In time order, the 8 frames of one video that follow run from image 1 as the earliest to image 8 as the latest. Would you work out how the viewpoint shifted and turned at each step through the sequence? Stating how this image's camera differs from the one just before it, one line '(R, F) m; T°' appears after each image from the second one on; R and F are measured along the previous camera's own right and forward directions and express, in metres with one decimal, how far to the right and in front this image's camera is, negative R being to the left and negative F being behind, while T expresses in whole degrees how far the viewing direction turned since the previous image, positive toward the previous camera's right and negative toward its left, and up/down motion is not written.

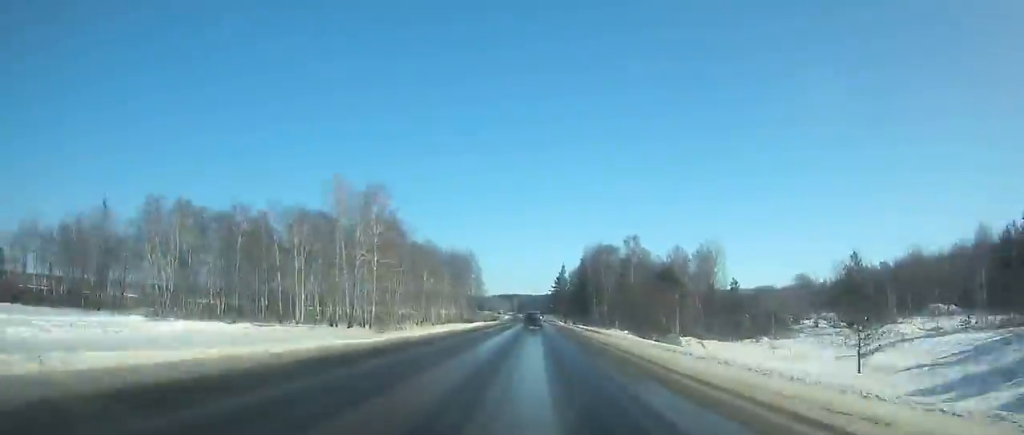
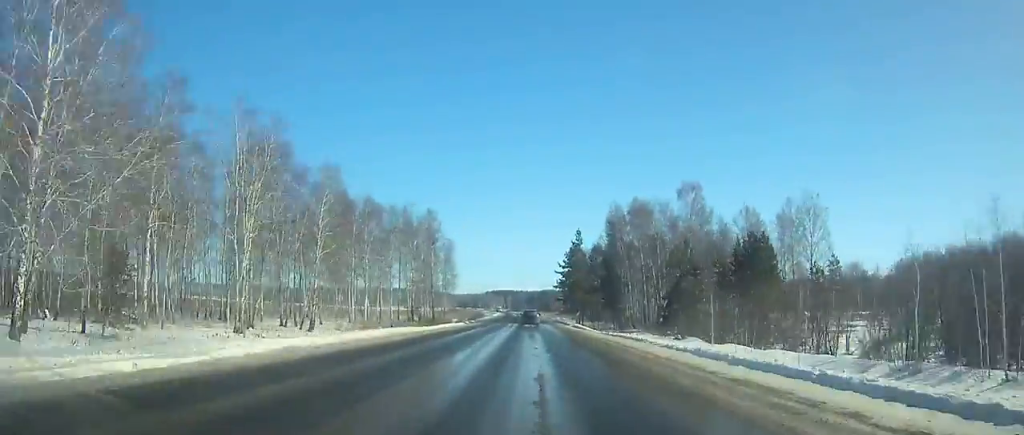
(0.0, +56.5) m; 0°
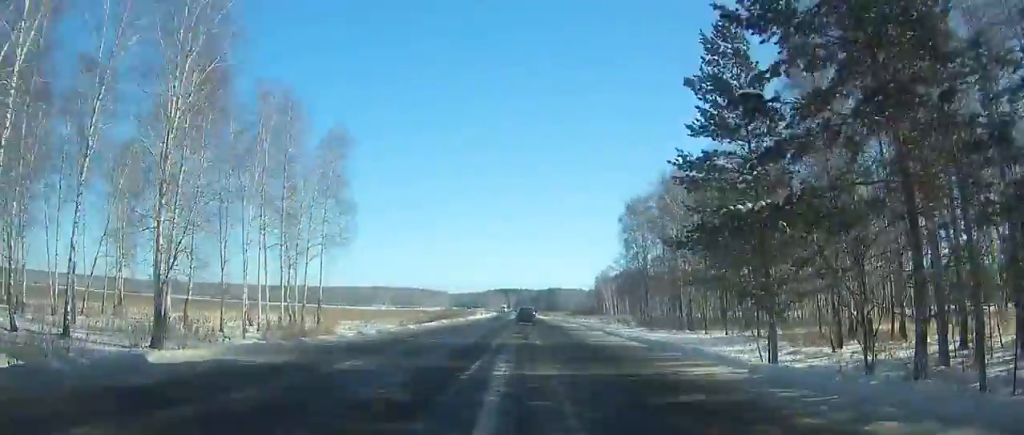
(-0.1, +76.4) m; 0°
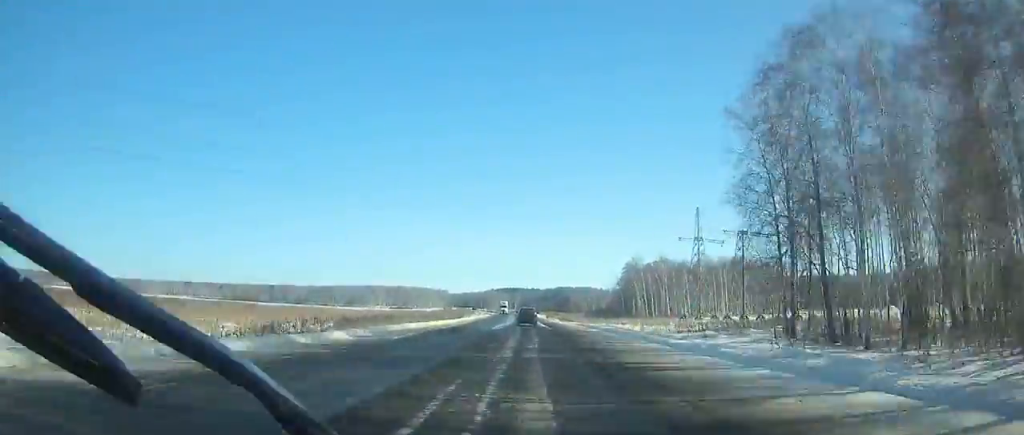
(-0.1, +55.3) m; 0°
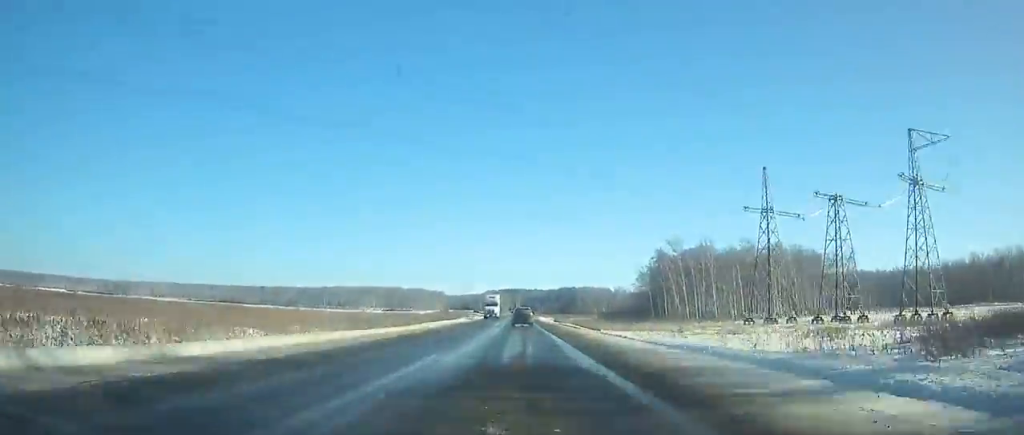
(-0.2, +40.9) m; -1°
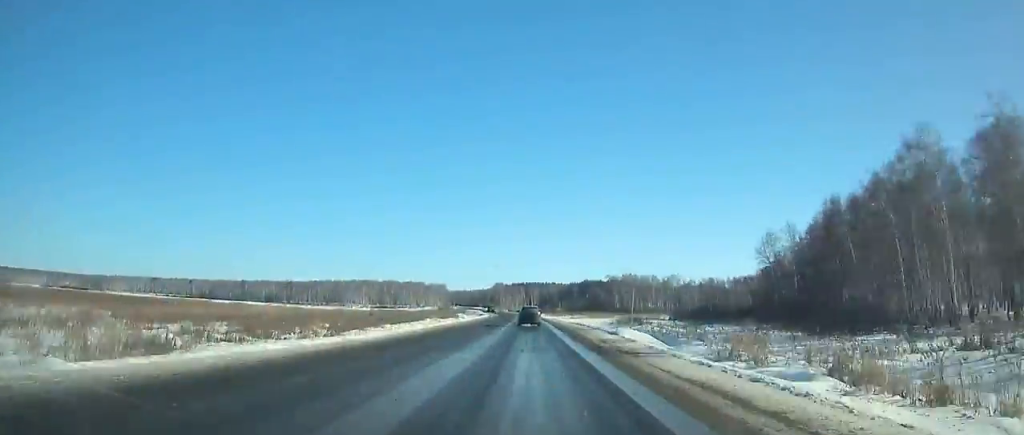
(-1.0, +98.6) m; -1°
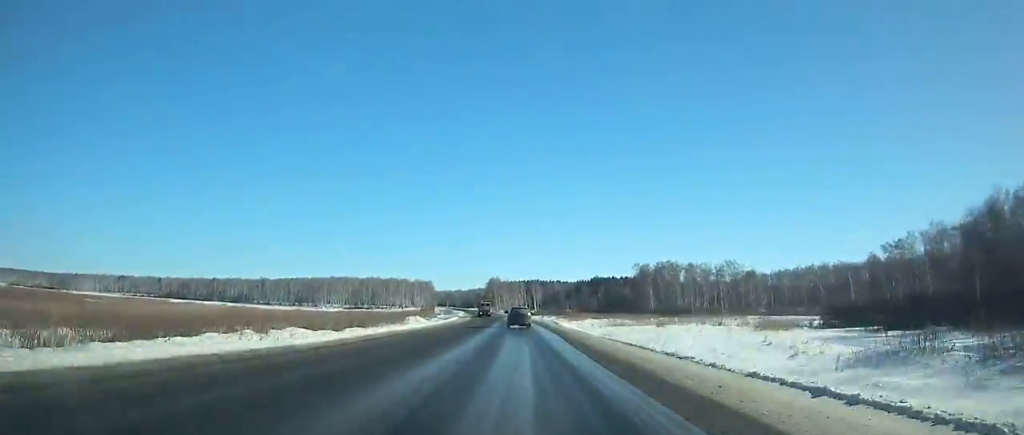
(-0.3, +75.0) m; -1°
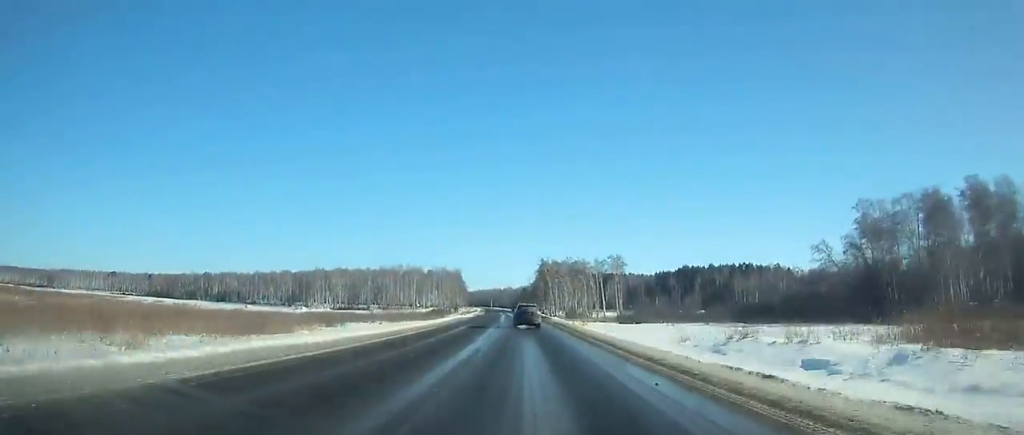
(-5.5, +128.8) m; -5°
